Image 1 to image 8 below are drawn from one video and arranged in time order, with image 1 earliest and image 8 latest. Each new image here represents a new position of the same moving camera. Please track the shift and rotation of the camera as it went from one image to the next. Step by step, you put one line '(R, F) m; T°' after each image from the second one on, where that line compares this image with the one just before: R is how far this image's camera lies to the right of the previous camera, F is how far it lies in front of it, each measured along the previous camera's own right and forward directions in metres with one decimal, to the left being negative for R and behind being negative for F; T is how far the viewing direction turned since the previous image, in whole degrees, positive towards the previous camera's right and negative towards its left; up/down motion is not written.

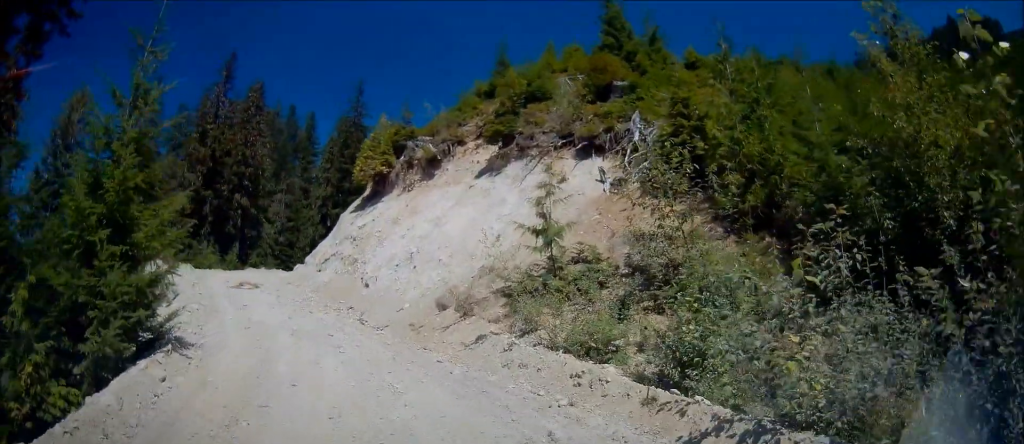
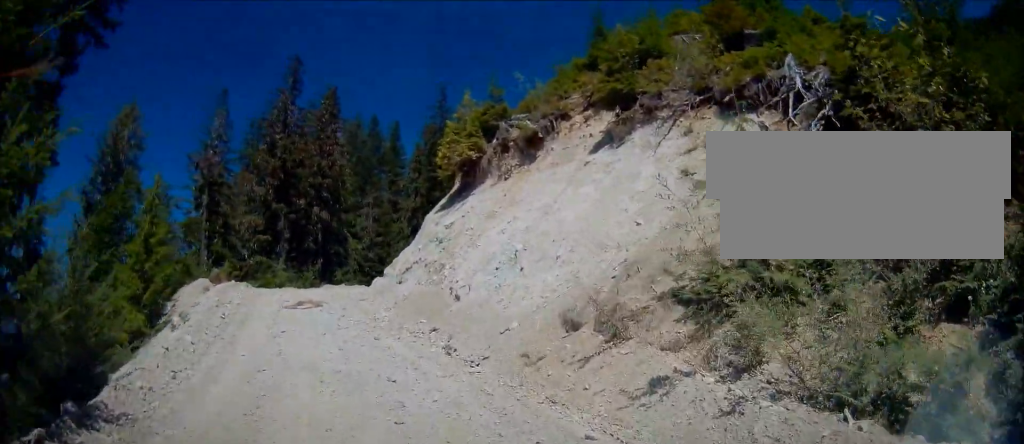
(+0.1, +6.0) m; -10°
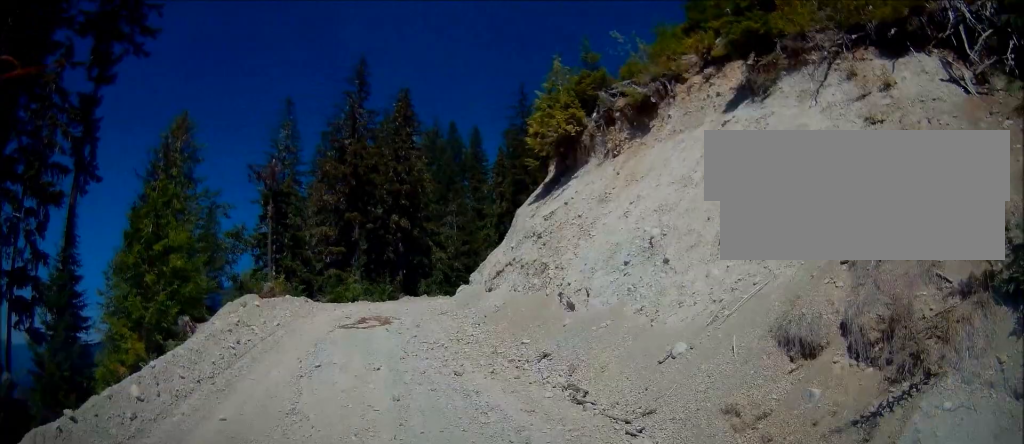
(-0.8, +4.6) m; -11°
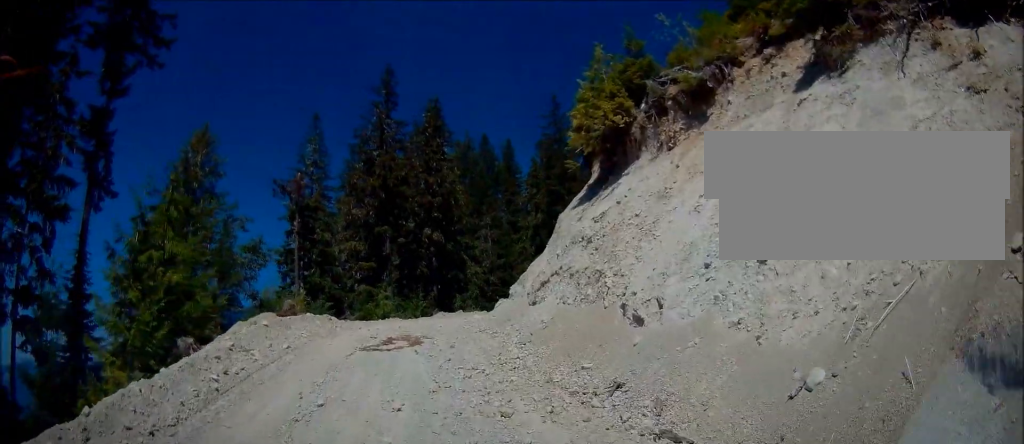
(0.0, +2.3) m; -1°
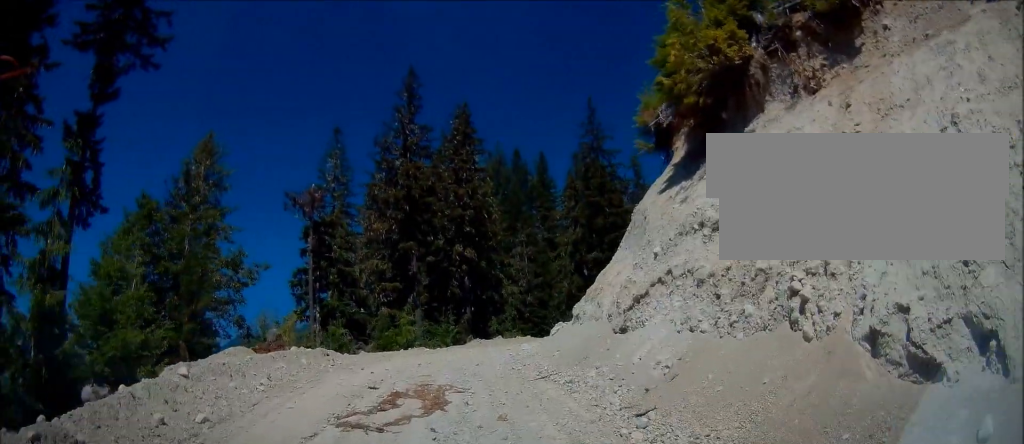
(-0.2, +6.4) m; -7°
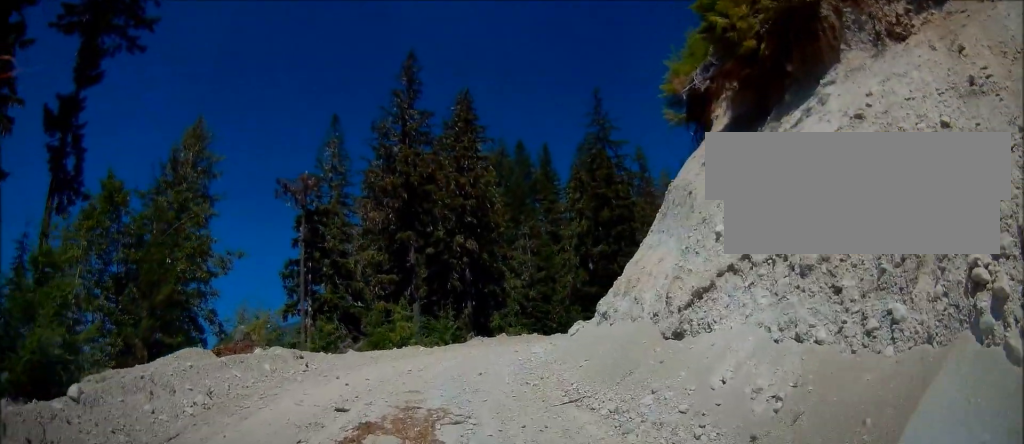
(-0.4, +2.9) m; 0°
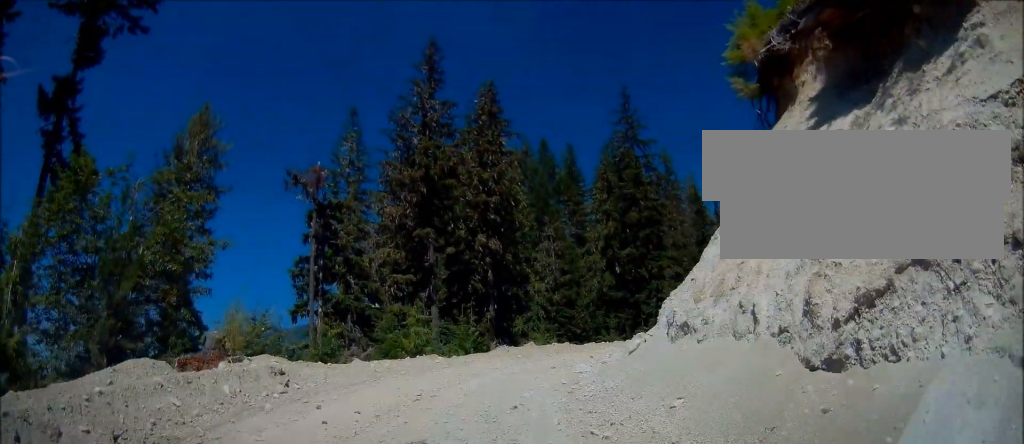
(+0.2, +3.3) m; +4°
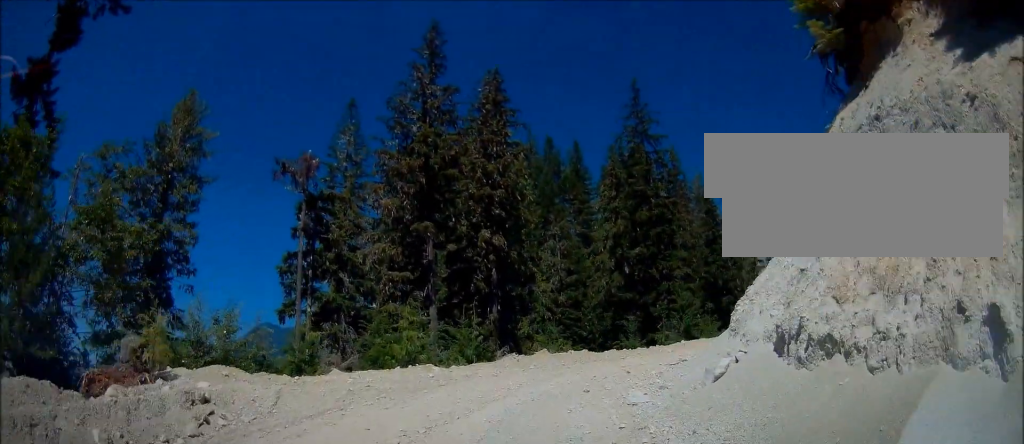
(+0.2, +3.8) m; +3°
